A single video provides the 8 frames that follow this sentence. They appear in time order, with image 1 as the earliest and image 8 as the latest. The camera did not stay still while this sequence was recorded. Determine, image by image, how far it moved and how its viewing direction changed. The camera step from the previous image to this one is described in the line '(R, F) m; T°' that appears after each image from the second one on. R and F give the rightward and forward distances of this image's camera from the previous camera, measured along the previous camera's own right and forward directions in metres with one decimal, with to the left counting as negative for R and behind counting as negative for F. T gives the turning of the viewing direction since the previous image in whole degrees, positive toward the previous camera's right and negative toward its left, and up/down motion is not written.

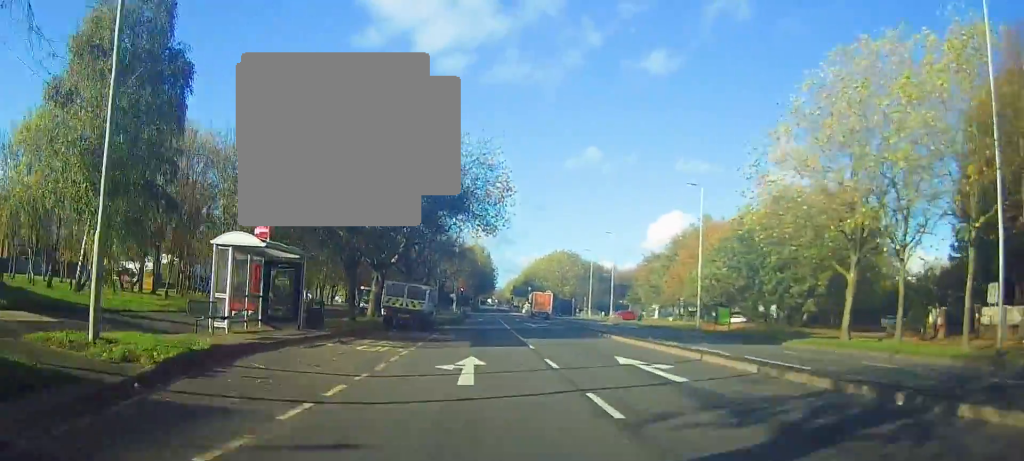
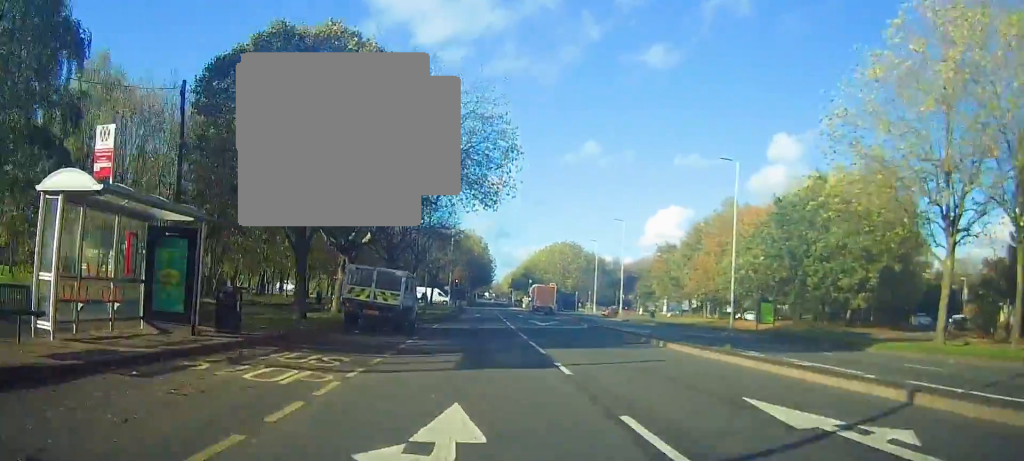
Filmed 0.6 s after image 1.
(+0.1, +8.0) m; +1°
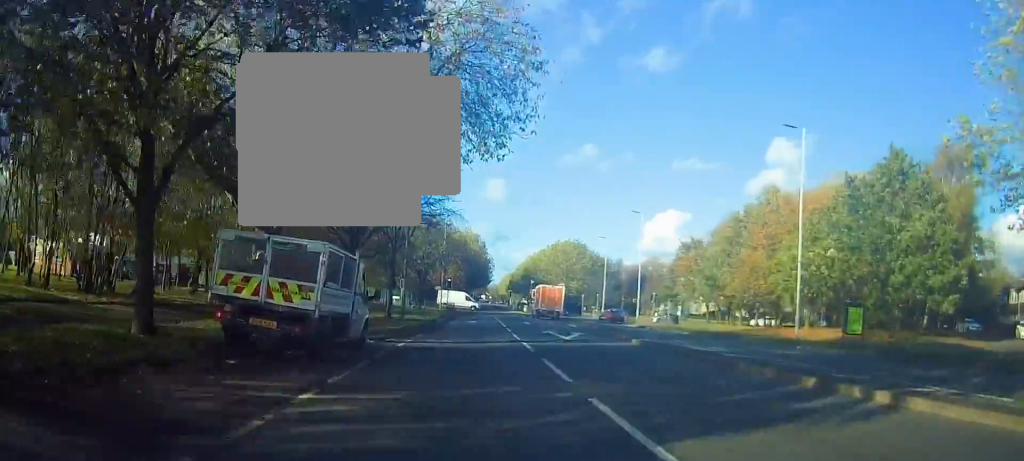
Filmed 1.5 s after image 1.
(0.0, +10.7) m; 0°
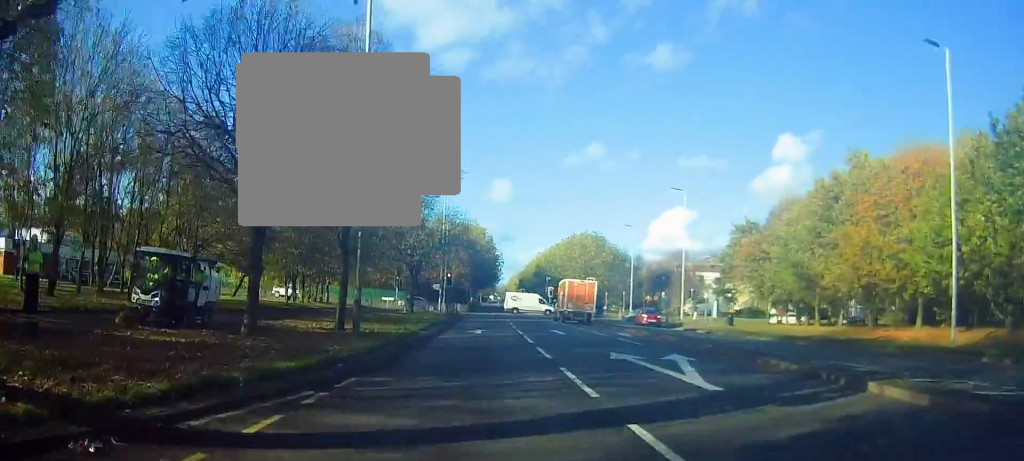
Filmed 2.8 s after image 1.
(0.0, +13.4) m; -1°
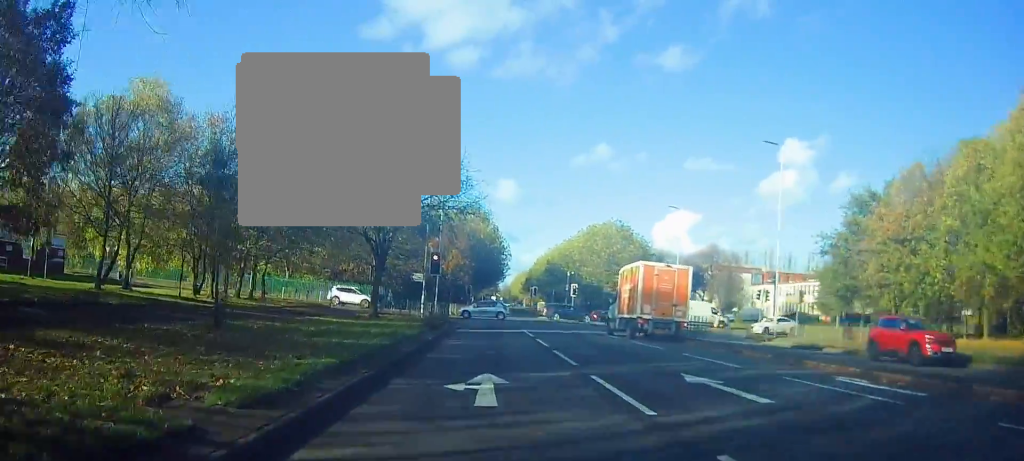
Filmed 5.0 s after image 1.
(-0.7, +18.8) m; -2°
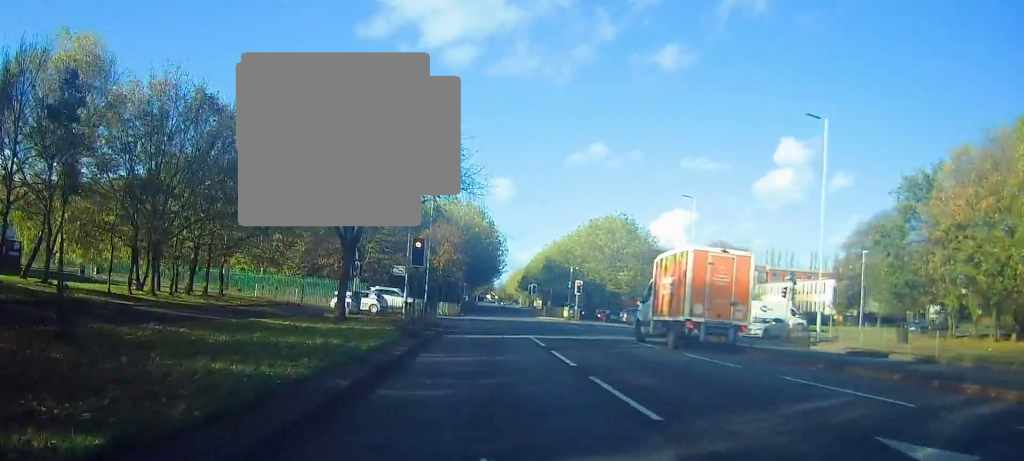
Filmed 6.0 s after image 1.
(+0.2, +6.1) m; +2°
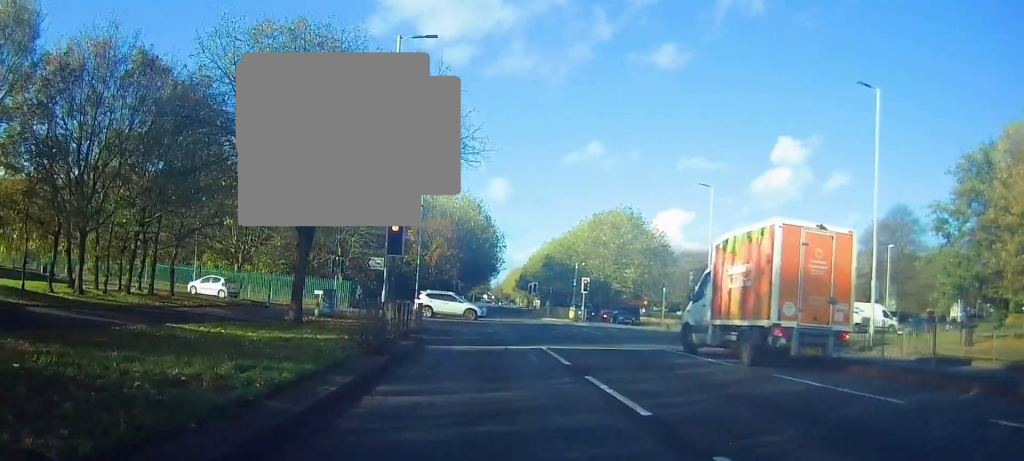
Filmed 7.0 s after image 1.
(+0.1, +5.4) m; 0°
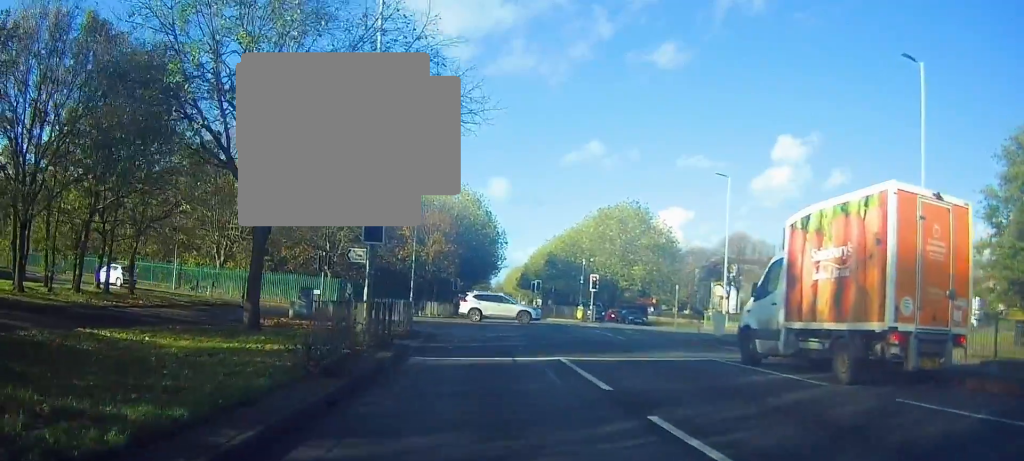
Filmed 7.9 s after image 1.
(-0.1, +3.7) m; +2°
